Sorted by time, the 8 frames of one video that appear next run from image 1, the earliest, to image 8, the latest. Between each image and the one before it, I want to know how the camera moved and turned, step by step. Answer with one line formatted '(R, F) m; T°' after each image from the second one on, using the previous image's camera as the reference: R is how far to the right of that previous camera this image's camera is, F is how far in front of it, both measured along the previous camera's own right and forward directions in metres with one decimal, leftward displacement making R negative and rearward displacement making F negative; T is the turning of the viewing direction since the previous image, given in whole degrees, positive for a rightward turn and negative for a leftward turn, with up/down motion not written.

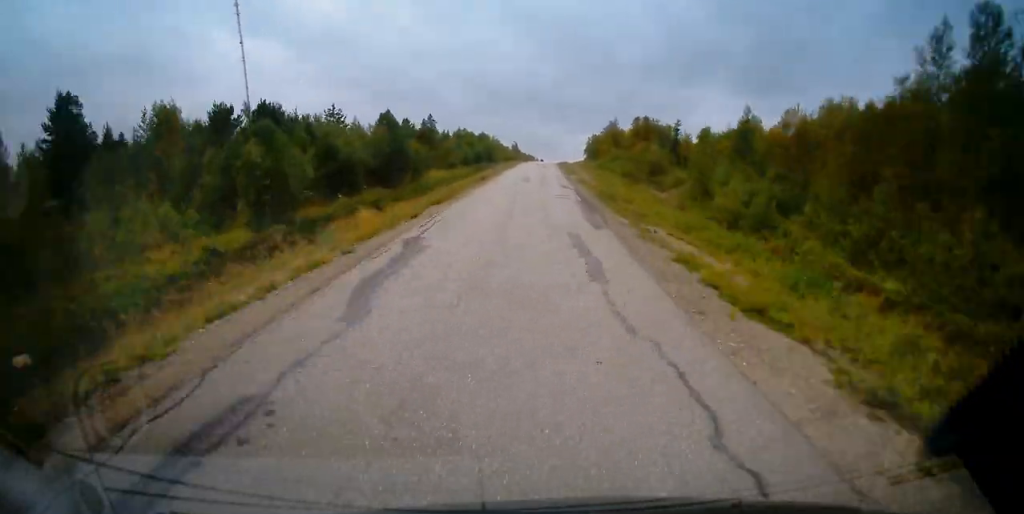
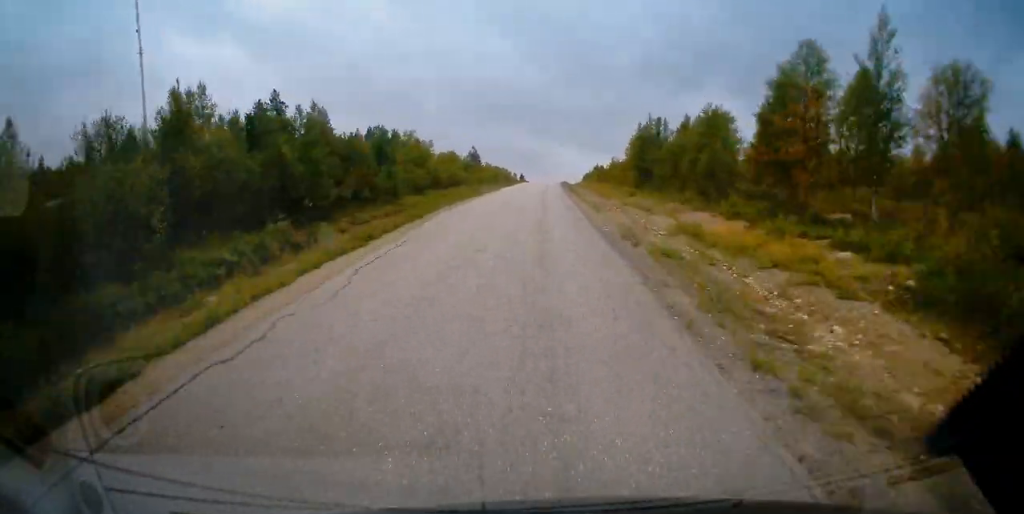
(+1.5, +89.2) m; +2°
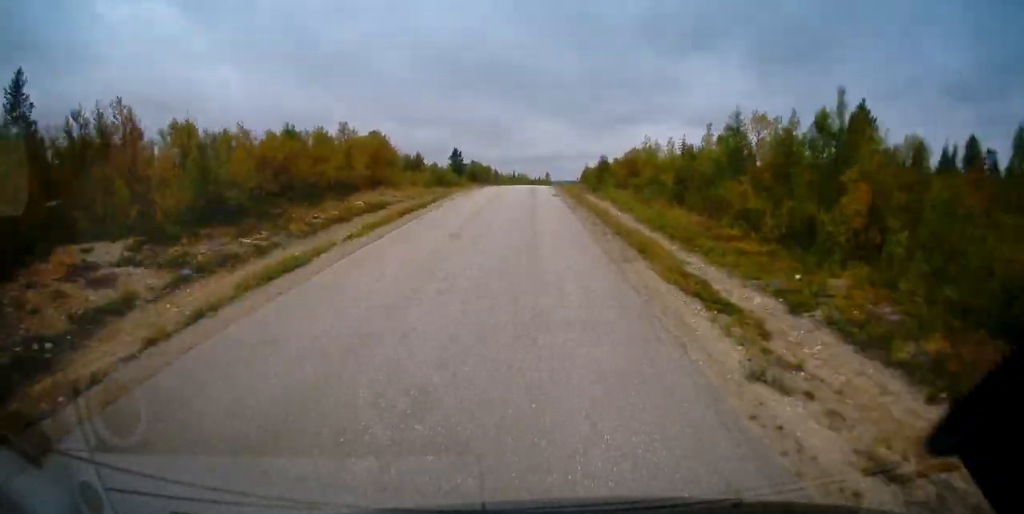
(+1.9, +132.7) m; +1°
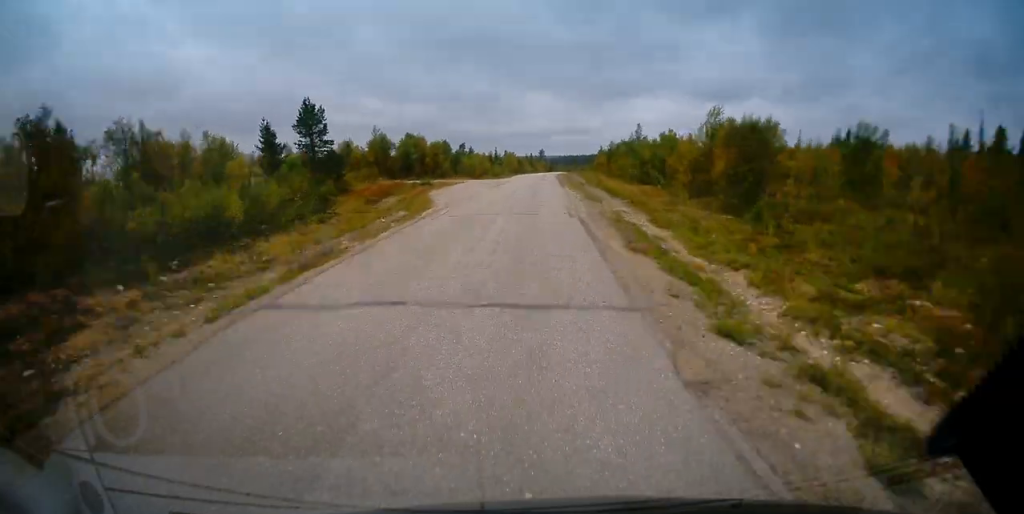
(+0.6, +64.7) m; +2°
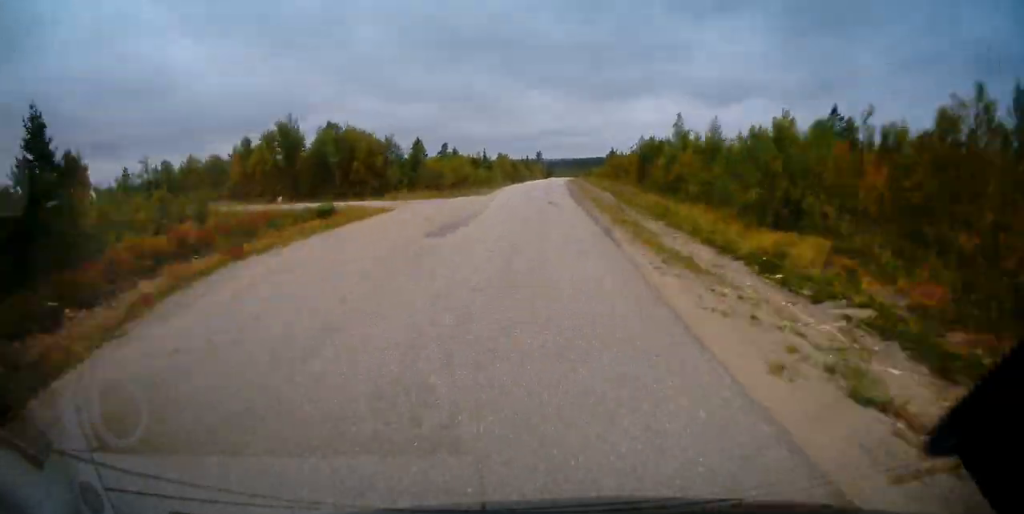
(+0.3, +28.9) m; +1°
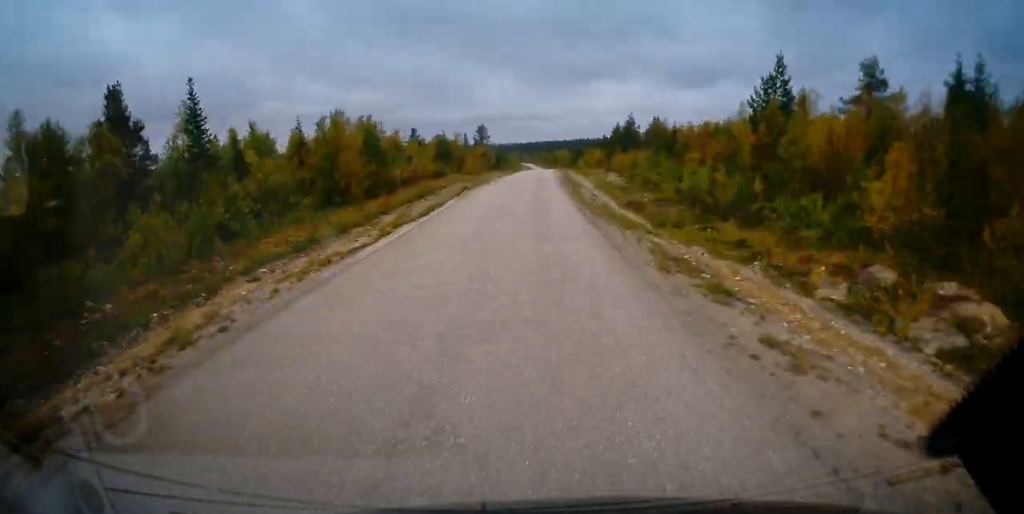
(+3.8, +108.5) m; +3°
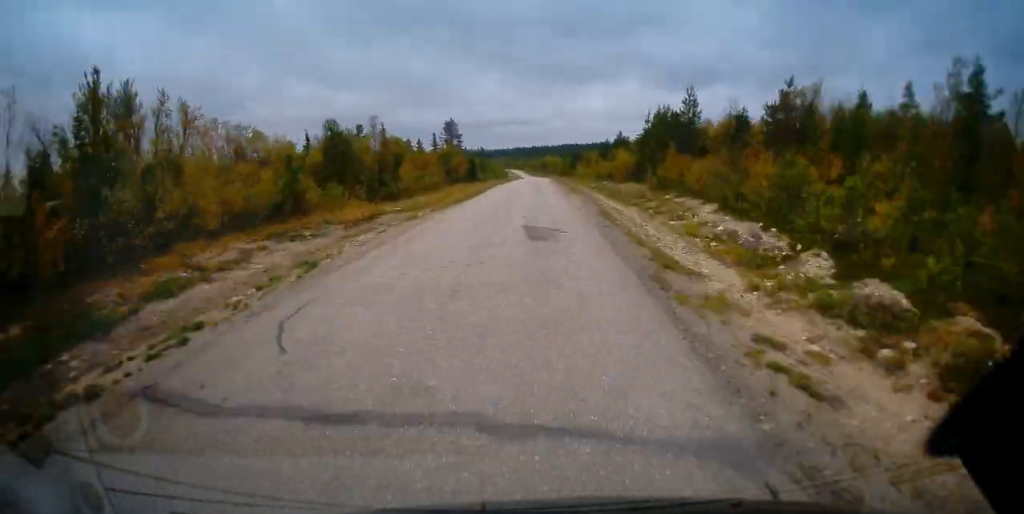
(+0.4, +40.9) m; +1°
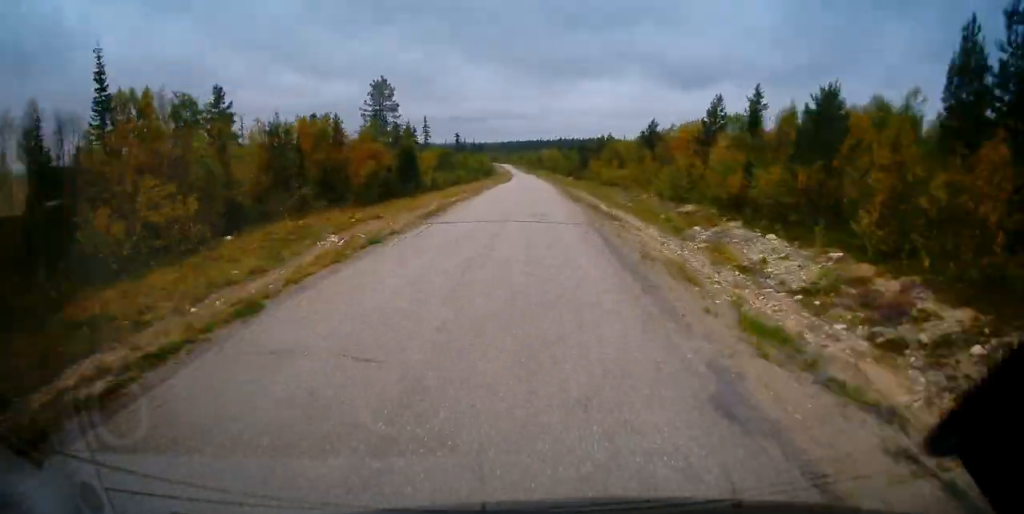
(+0.4, +55.6) m; 0°
